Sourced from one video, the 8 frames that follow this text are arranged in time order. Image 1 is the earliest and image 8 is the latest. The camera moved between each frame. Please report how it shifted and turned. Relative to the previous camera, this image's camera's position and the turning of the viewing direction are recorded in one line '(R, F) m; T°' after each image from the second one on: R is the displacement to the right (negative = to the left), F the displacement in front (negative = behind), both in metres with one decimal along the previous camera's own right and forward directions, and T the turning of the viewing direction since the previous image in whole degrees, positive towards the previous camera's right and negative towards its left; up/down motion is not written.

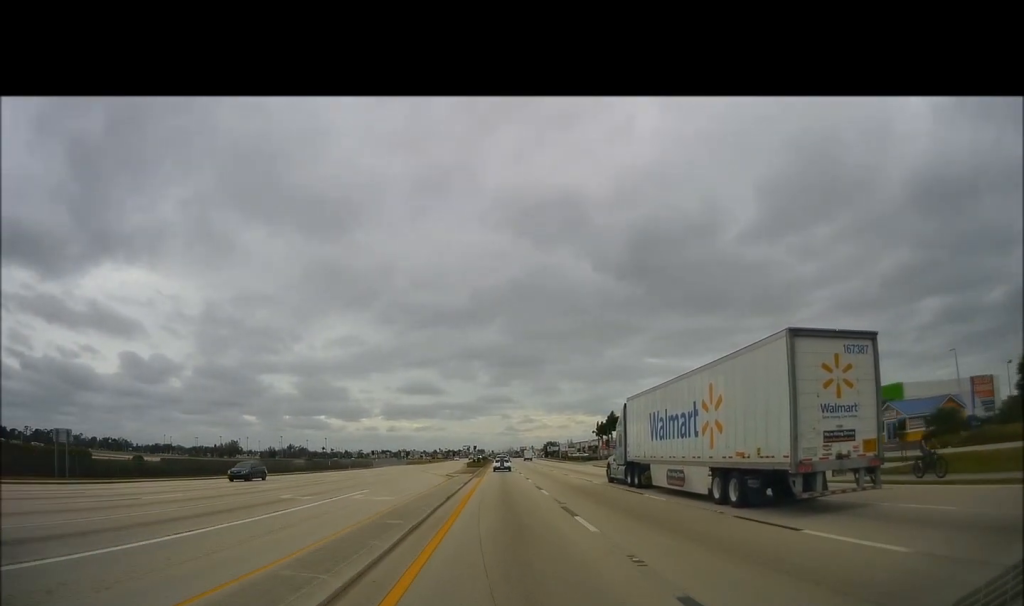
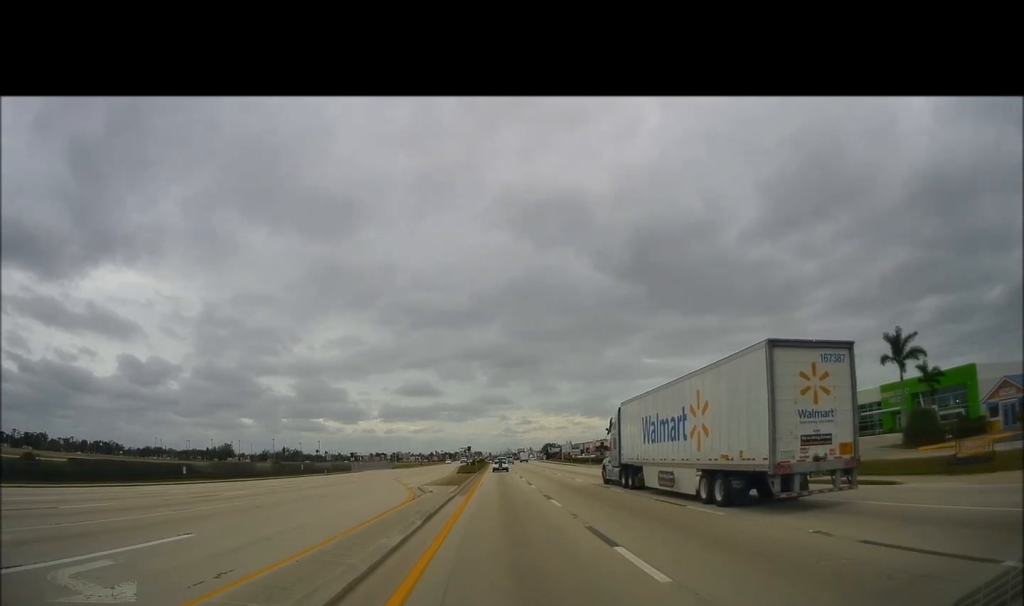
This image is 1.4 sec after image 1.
(0.0, +16.5) m; 0°
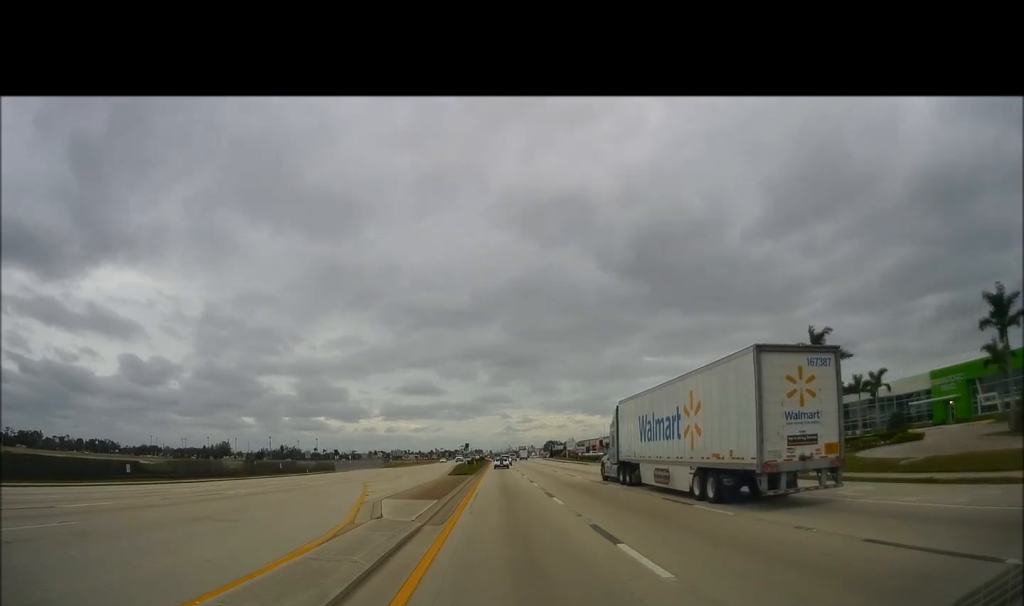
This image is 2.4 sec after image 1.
(0.0, +11.7) m; 0°
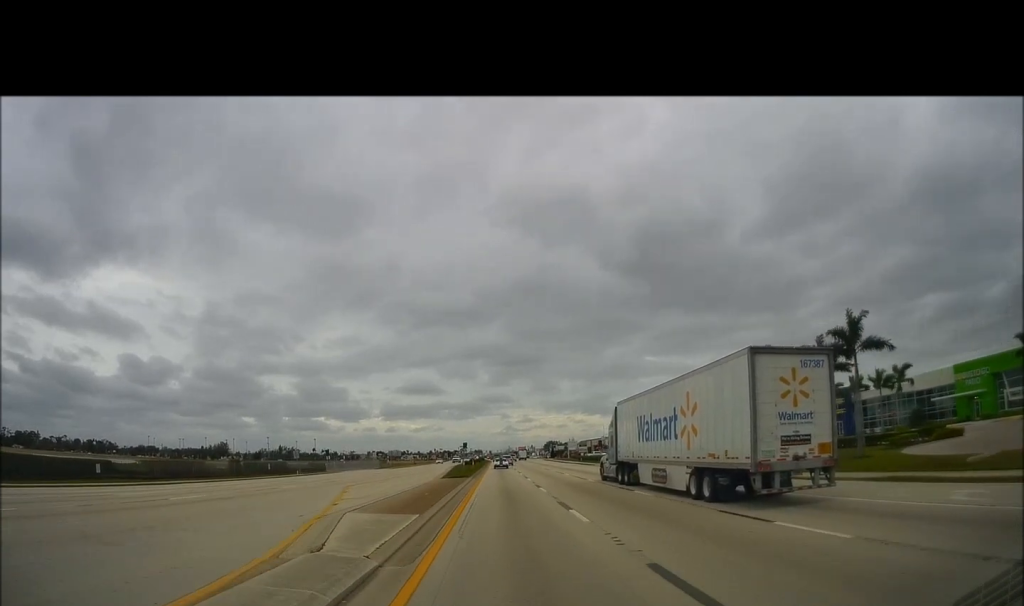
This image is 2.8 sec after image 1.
(0.0, +4.9) m; 0°
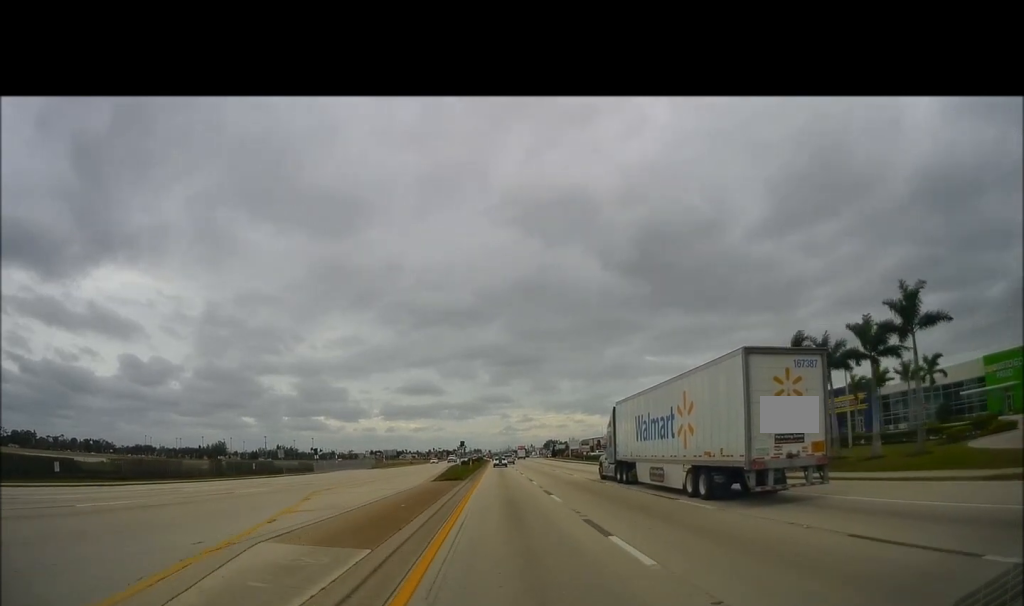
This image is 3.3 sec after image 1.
(0.0, +6.0) m; 0°
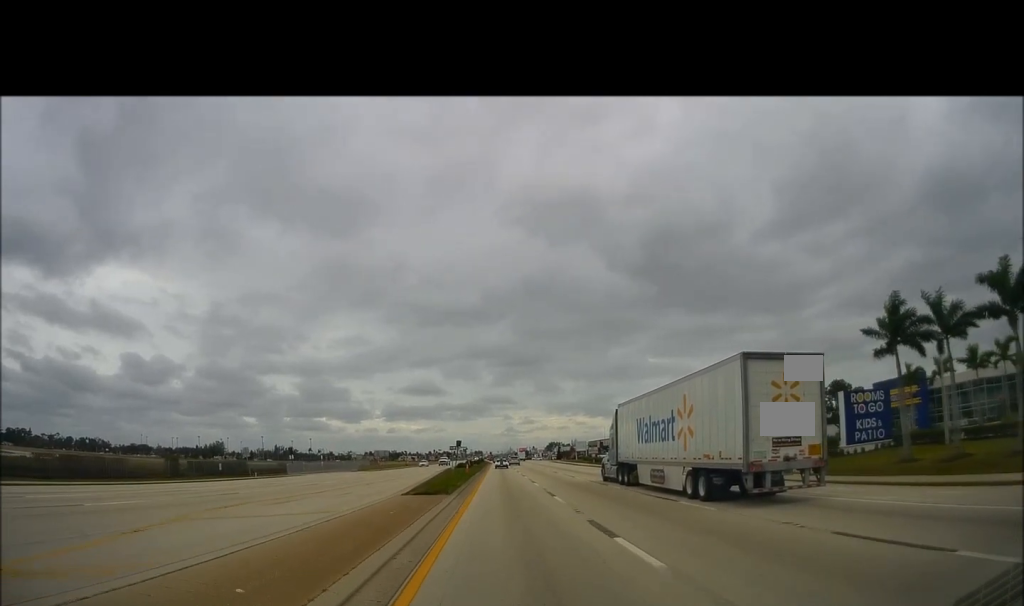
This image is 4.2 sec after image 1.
(0.0, +11.7) m; +1°
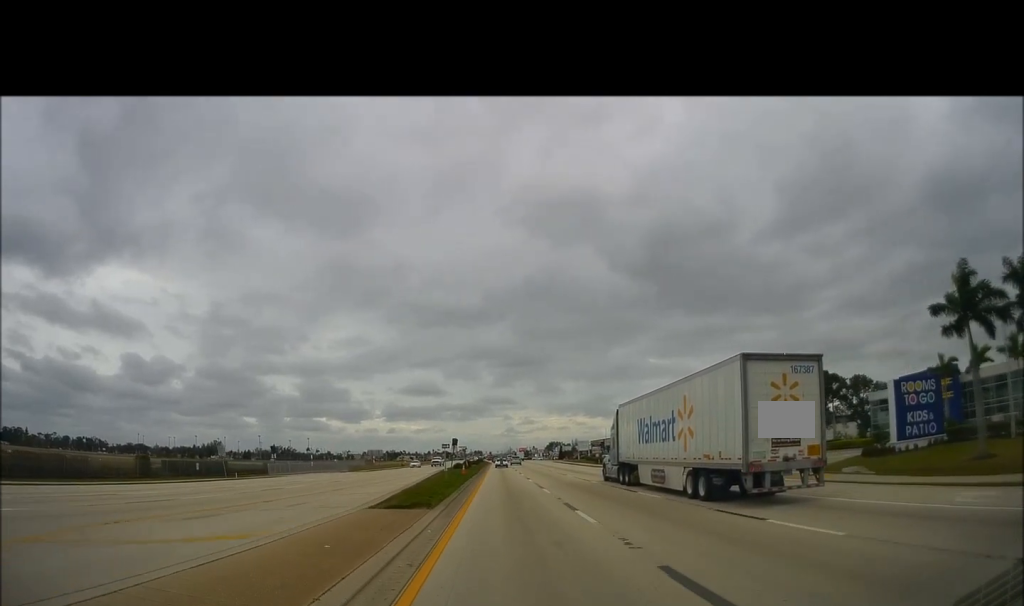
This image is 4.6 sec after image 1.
(-0.1, +6.3) m; +1°
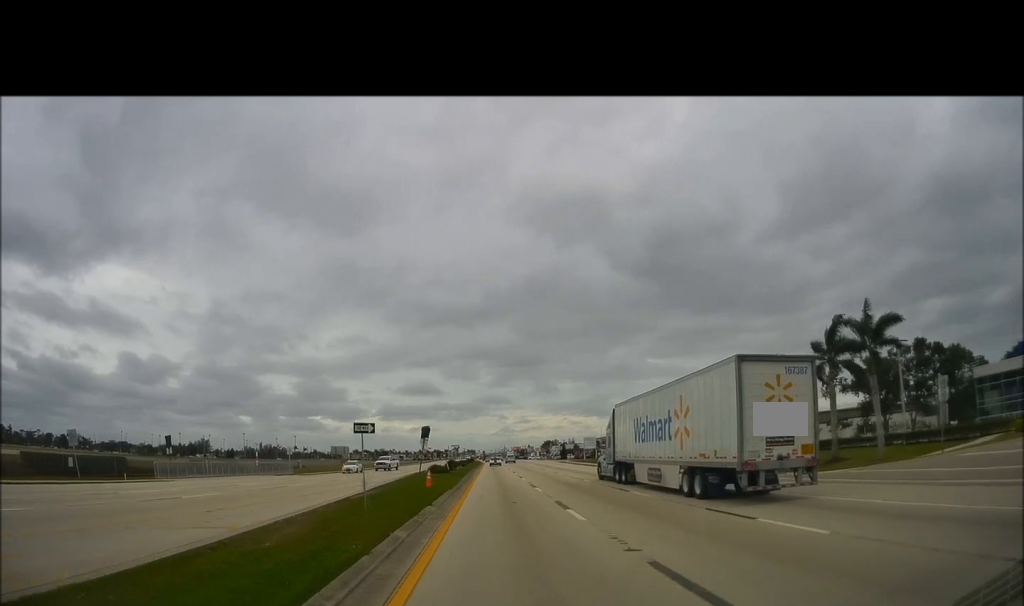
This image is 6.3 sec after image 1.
(+0.2, +23.8) m; -1°
